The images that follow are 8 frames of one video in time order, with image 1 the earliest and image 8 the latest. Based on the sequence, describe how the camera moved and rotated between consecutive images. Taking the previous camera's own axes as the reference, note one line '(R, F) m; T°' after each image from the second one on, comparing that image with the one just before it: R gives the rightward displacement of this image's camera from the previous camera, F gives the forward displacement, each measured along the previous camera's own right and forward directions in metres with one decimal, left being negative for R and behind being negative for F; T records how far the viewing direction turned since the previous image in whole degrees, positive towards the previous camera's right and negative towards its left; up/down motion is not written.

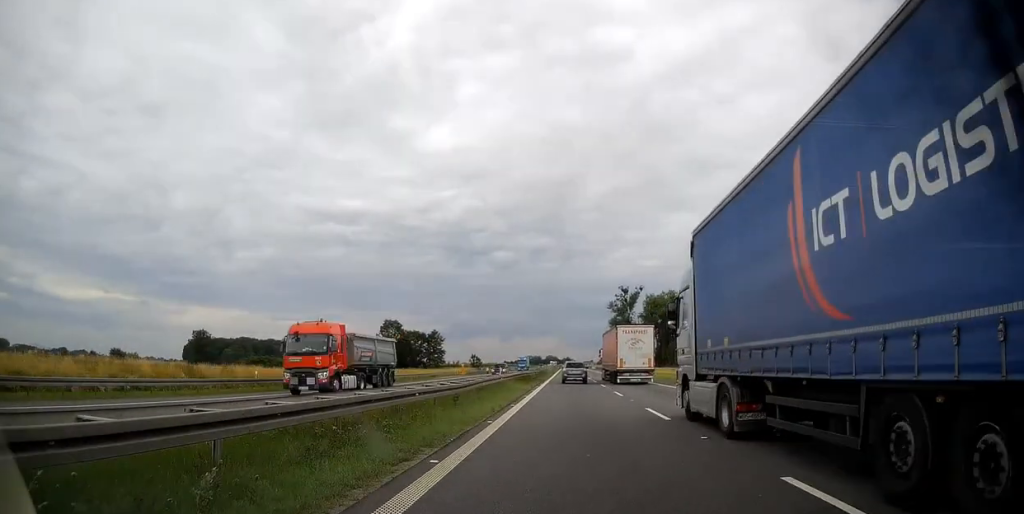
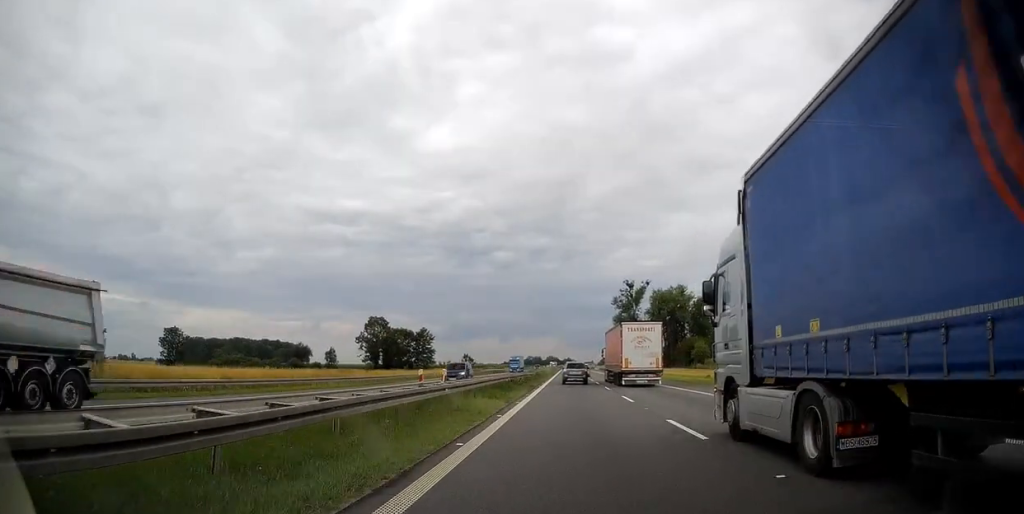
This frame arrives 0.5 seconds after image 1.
(+0.1, +16.0) m; 0°
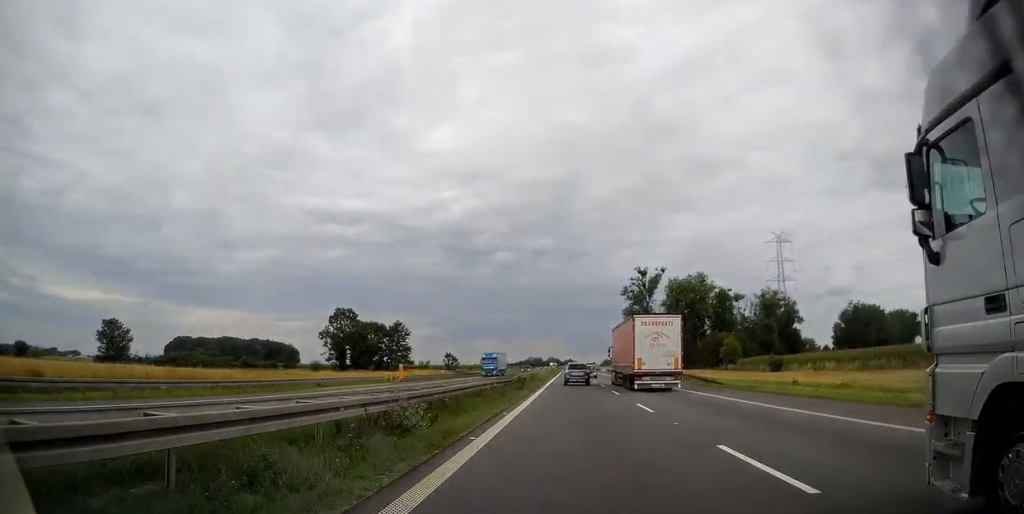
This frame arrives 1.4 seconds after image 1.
(+0.1, +28.8) m; 0°
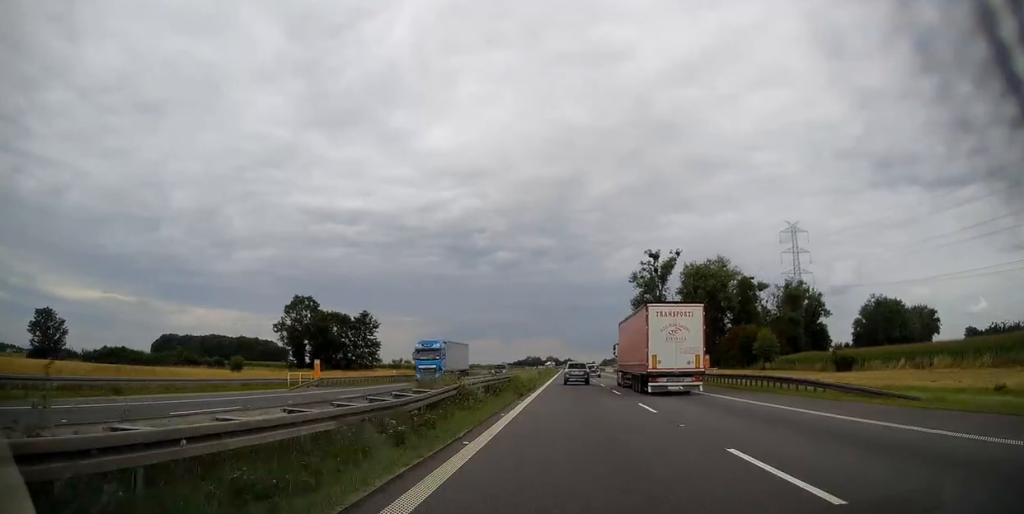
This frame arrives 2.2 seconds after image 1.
(0.0, +24.7) m; 0°
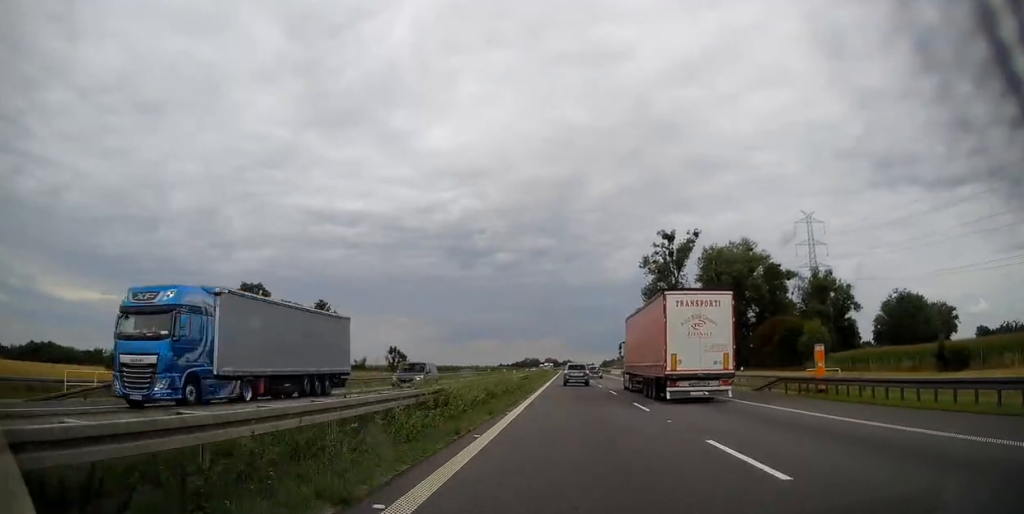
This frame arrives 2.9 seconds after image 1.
(0.0, +22.6) m; 0°
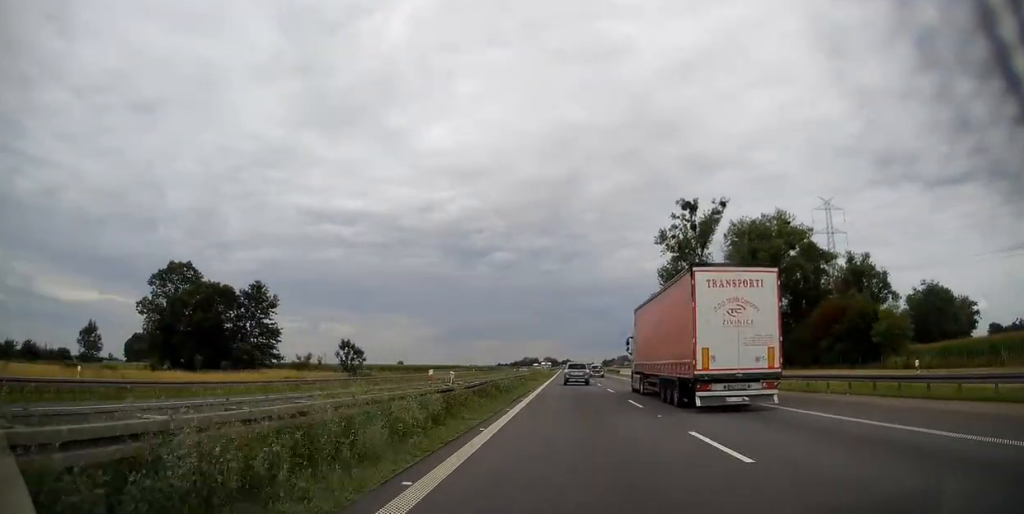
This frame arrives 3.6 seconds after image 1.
(-0.1, +22.7) m; 0°
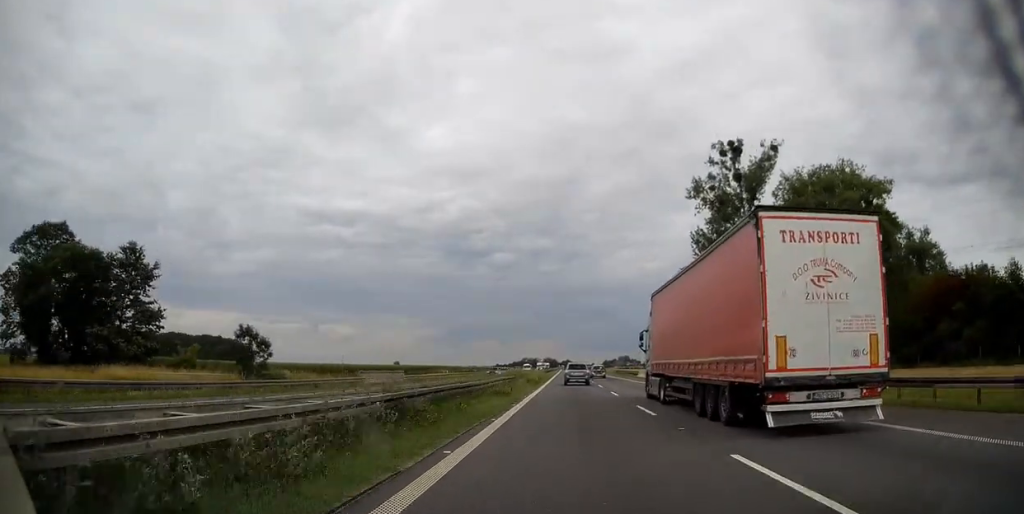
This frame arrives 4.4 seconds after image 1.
(0.0, +27.2) m; 0°
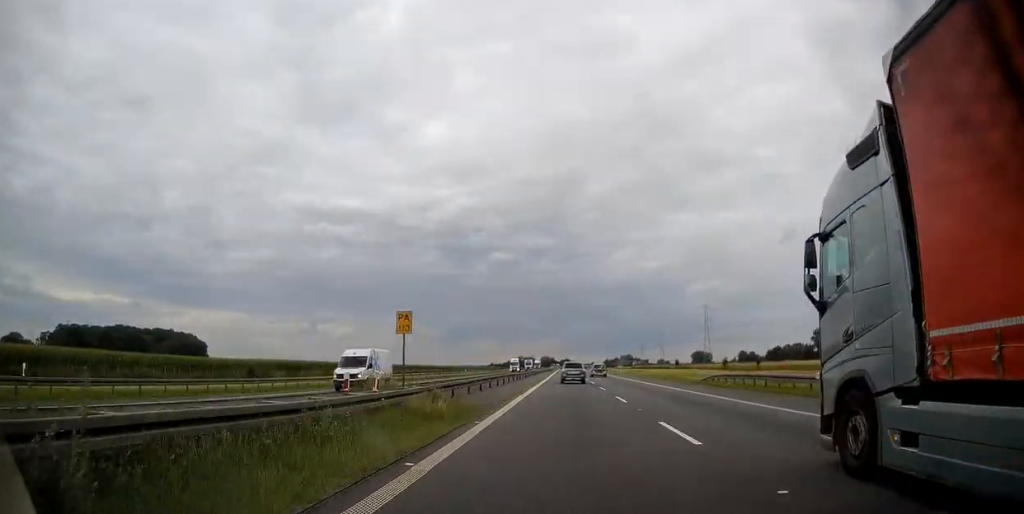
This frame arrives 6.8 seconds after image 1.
(+0.4, +78.6) m; 0°
